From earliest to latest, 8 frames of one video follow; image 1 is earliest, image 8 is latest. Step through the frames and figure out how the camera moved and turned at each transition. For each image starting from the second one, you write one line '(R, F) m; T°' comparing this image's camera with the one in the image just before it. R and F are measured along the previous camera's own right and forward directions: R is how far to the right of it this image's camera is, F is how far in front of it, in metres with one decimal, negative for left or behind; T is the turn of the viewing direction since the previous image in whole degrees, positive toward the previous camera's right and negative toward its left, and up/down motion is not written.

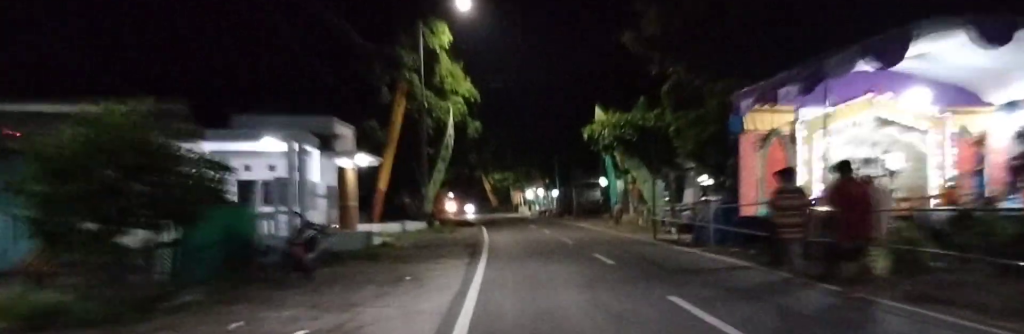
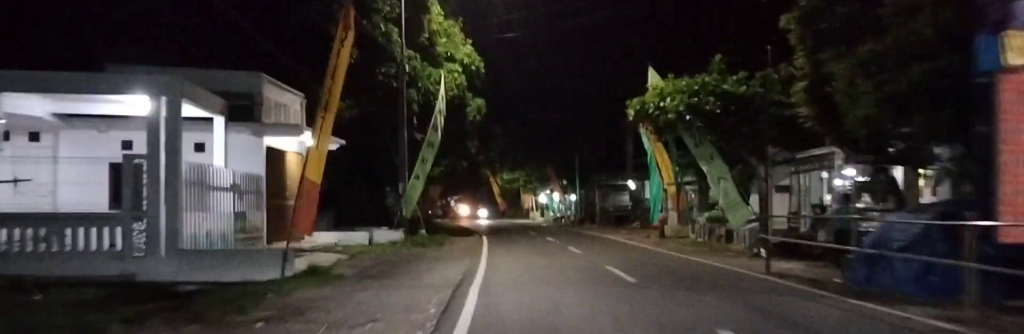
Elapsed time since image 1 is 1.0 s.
(-0.1, +9.9) m; -1°
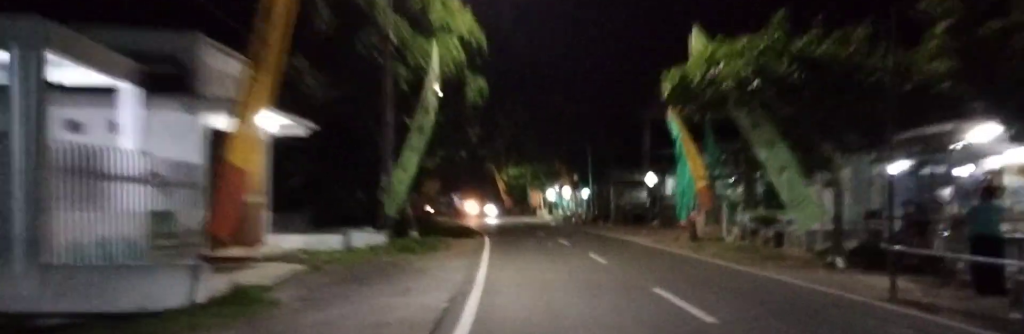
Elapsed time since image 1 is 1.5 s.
(+0.1, +4.6) m; 0°
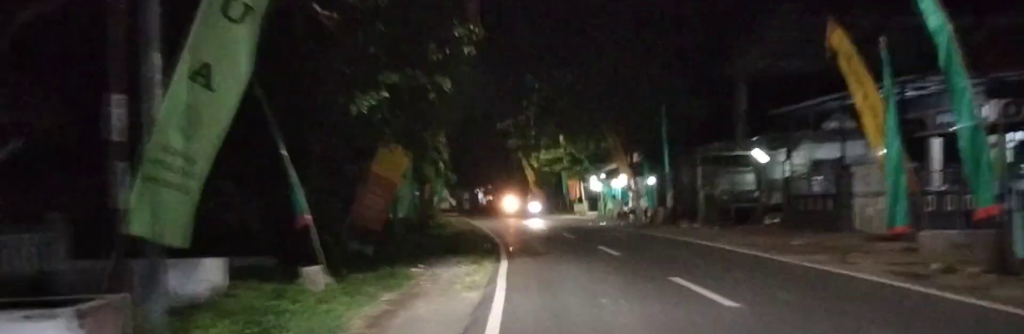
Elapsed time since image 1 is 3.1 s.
(-0.8, +15.8) m; -4°
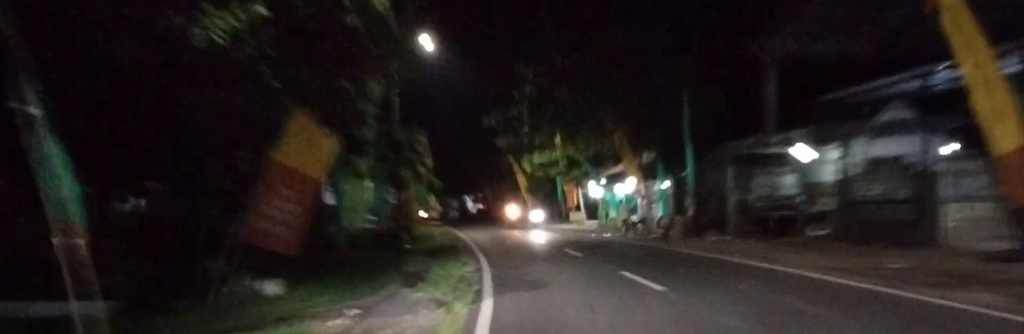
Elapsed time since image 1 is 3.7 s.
(-0.1, +5.7) m; 0°
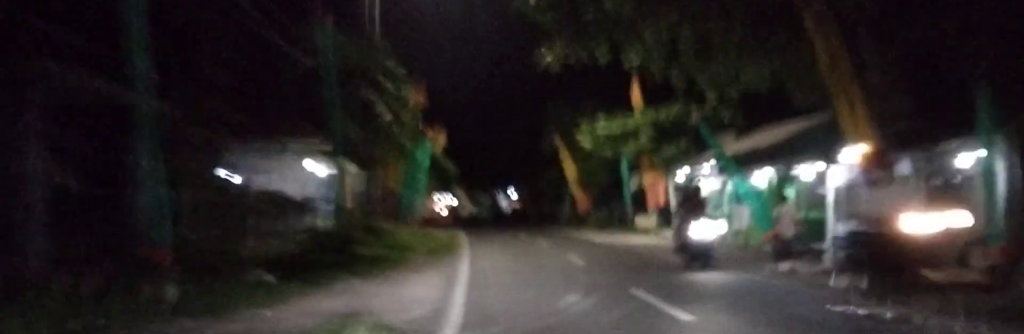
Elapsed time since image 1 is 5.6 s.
(+0.3, +17.7) m; -1°
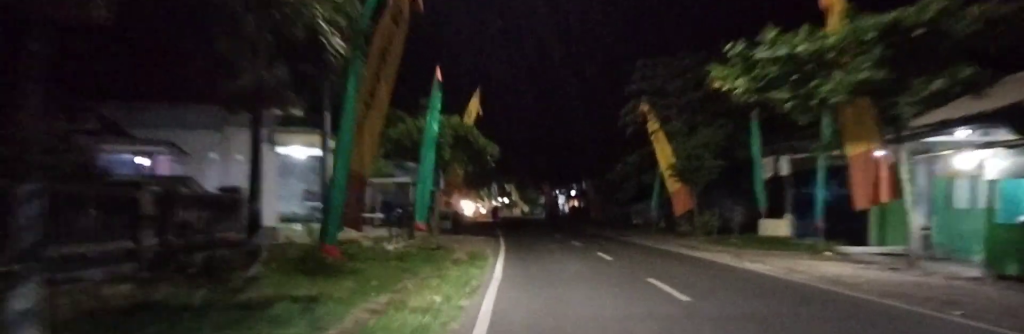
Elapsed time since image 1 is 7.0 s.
(0.0, +13.2) m; +1°
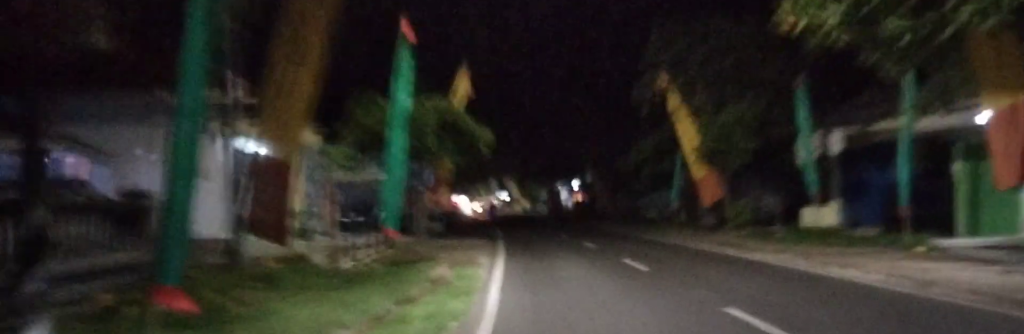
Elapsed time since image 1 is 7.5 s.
(+0.3, +4.8) m; 0°
